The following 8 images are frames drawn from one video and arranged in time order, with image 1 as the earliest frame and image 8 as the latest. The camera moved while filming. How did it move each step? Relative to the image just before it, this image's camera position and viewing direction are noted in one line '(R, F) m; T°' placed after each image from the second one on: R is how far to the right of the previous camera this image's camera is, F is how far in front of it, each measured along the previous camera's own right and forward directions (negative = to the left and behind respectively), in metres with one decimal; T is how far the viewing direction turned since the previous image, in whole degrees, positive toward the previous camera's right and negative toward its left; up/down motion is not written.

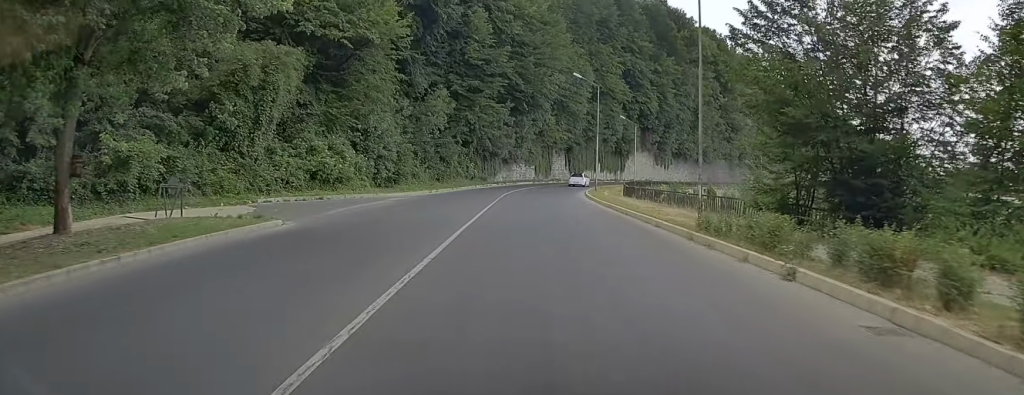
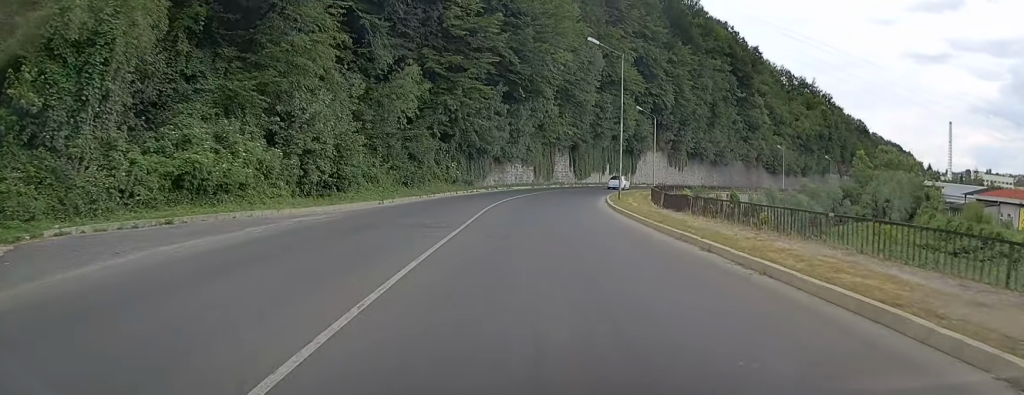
(+0.3, +15.8) m; +3°
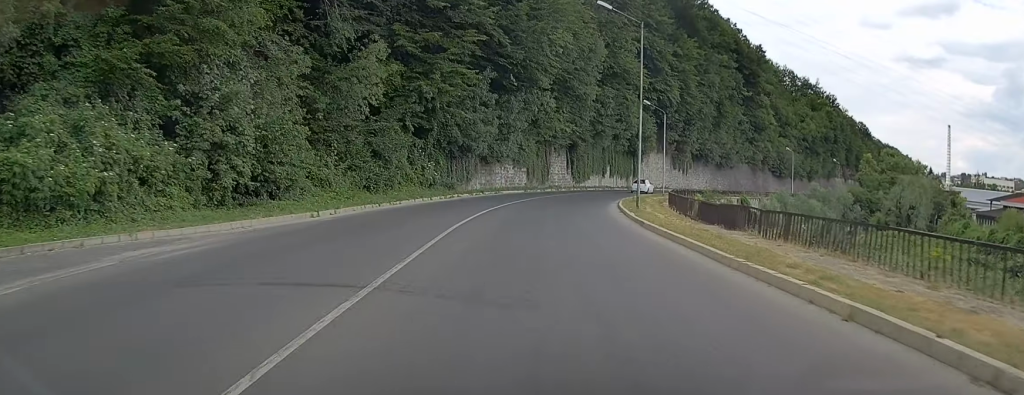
(+0.2, +9.3) m; +1°
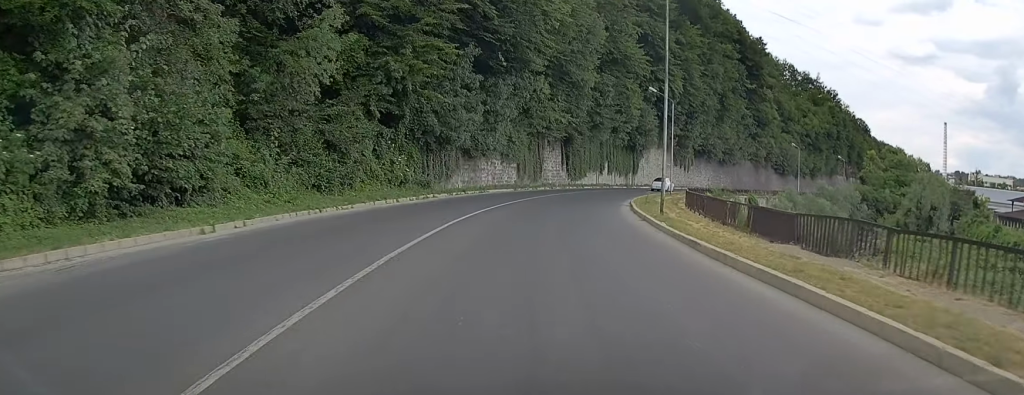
(+0.1, +7.7) m; +1°
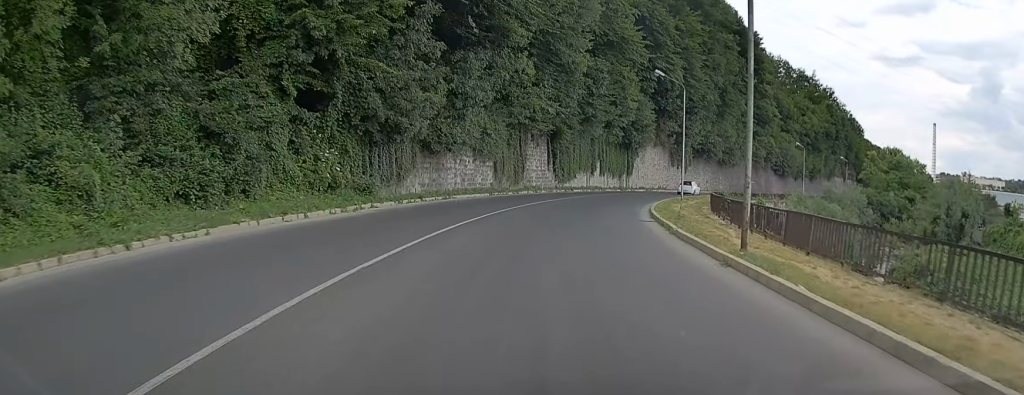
(+0.1, +11.1) m; +1°
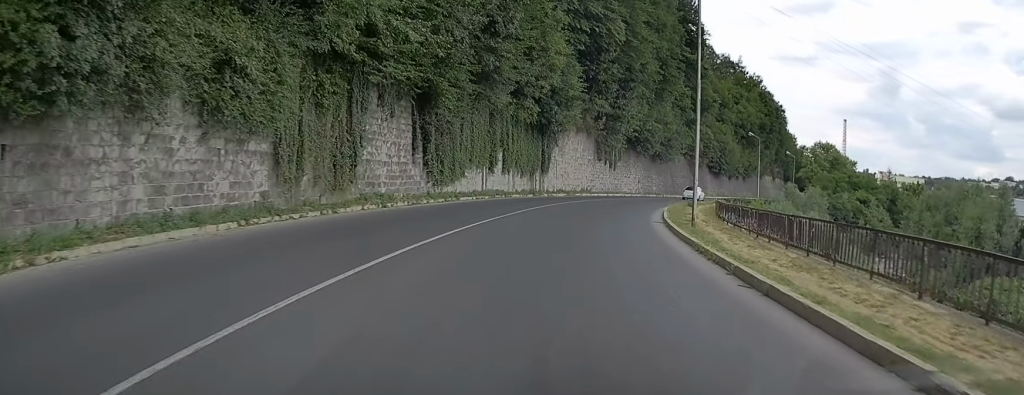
(+1.1, +27.0) m; +7°
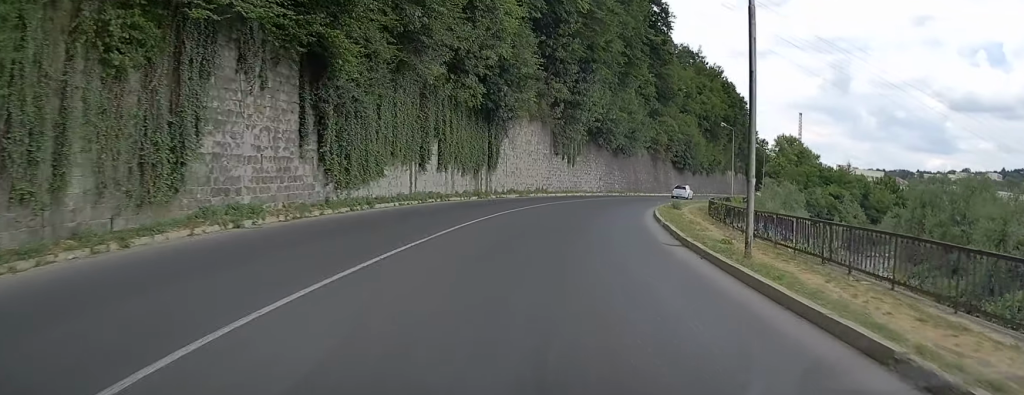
(+0.3, +10.0) m; +4°
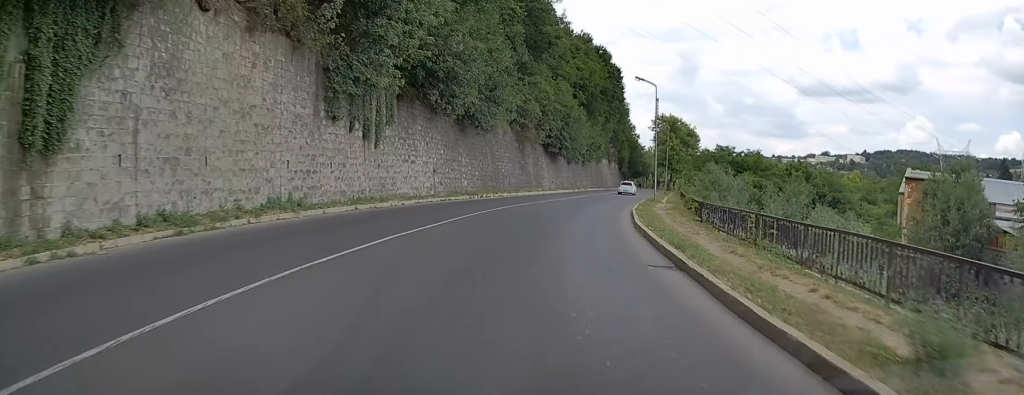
(+4.2, +33.9) m; +13°
